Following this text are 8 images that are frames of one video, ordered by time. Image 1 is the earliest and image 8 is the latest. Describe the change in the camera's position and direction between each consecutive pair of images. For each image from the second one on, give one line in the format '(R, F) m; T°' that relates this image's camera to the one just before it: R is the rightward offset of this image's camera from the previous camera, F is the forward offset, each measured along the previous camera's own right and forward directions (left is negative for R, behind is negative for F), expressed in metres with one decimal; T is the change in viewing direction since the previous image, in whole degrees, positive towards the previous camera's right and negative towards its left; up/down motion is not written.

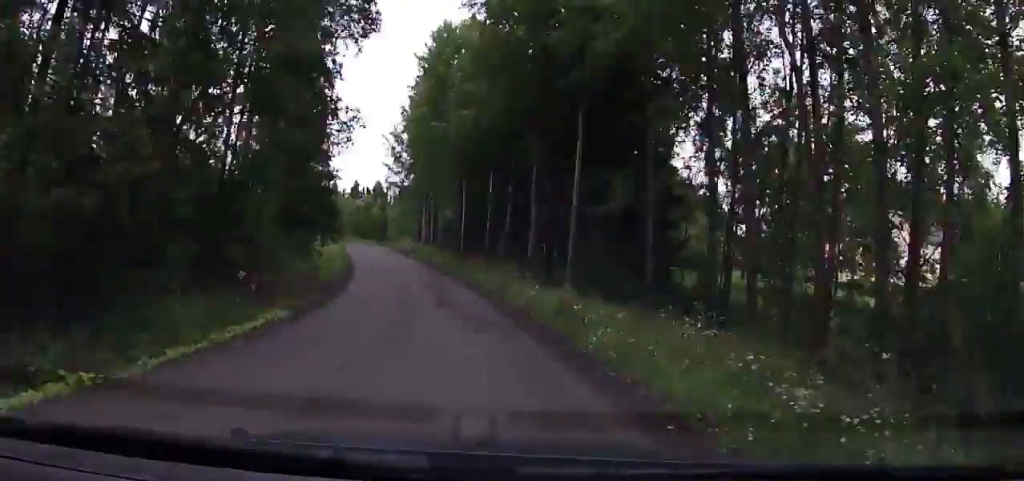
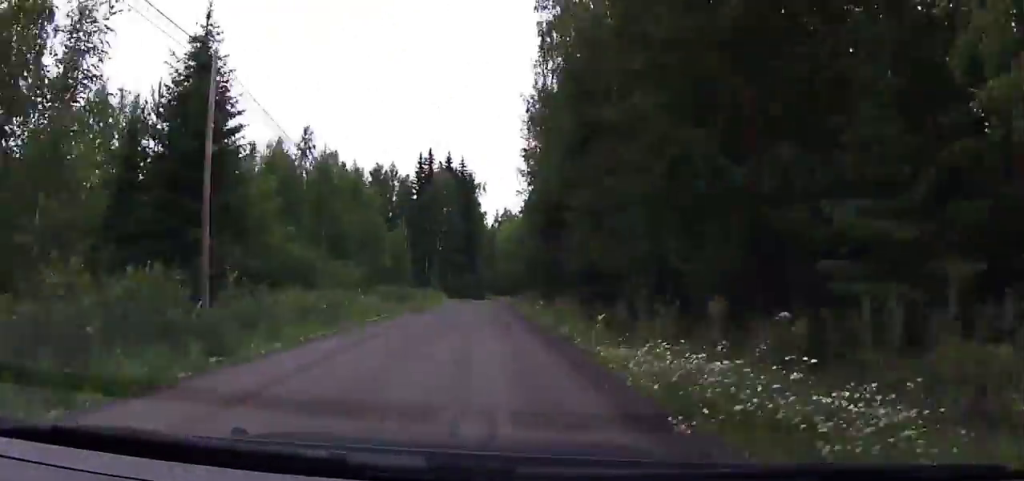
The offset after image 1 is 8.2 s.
(-3.8, +119.7) m; 0°
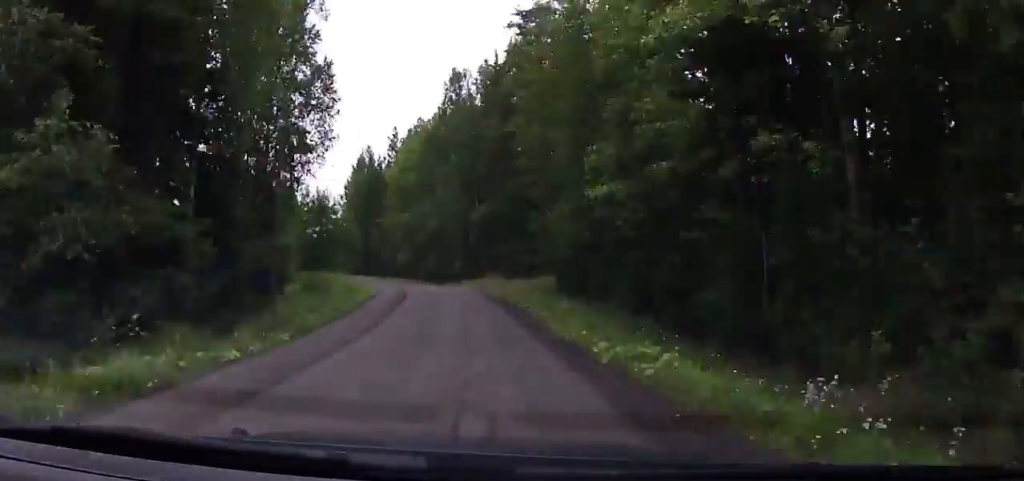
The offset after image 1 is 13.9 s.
(+1.1, +85.1) m; -1°
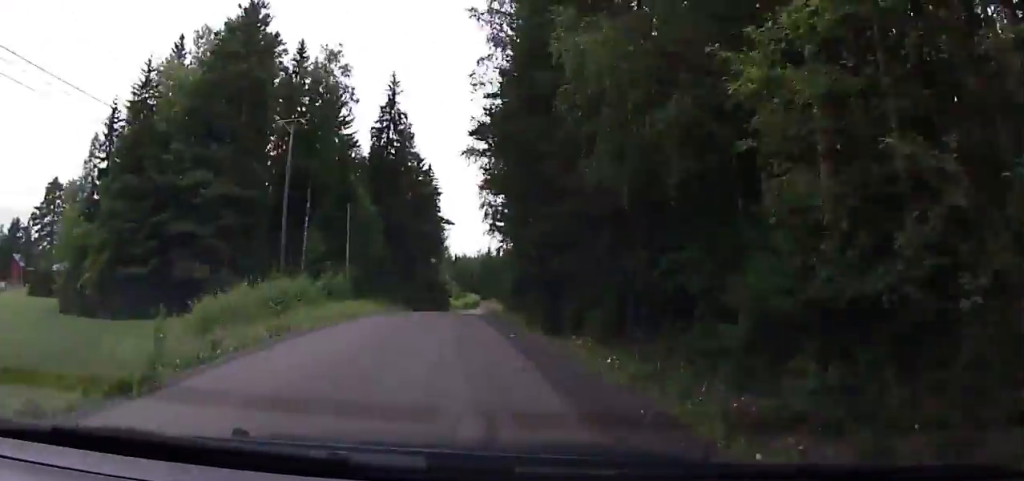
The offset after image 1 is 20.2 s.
(+0.8, +98.8) m; -3°
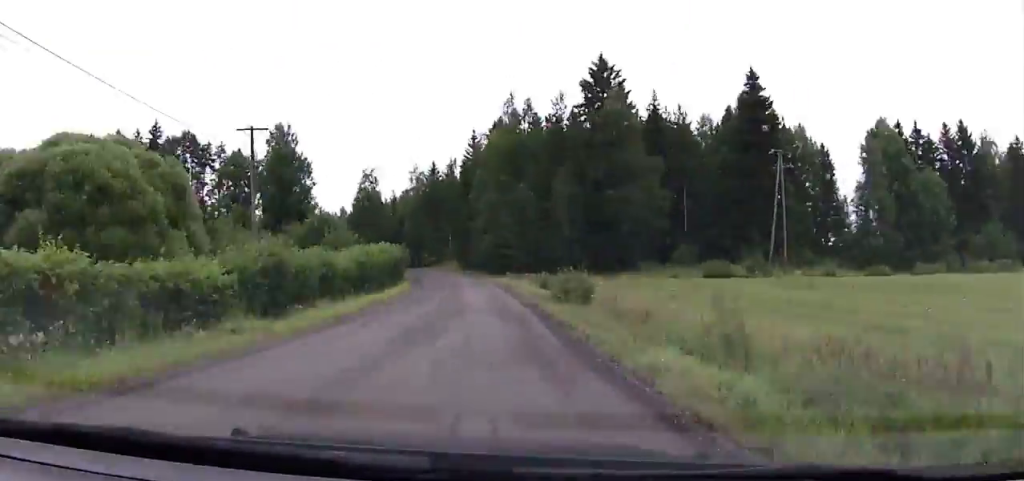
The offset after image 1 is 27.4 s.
(+0.3, +113.9) m; -9°
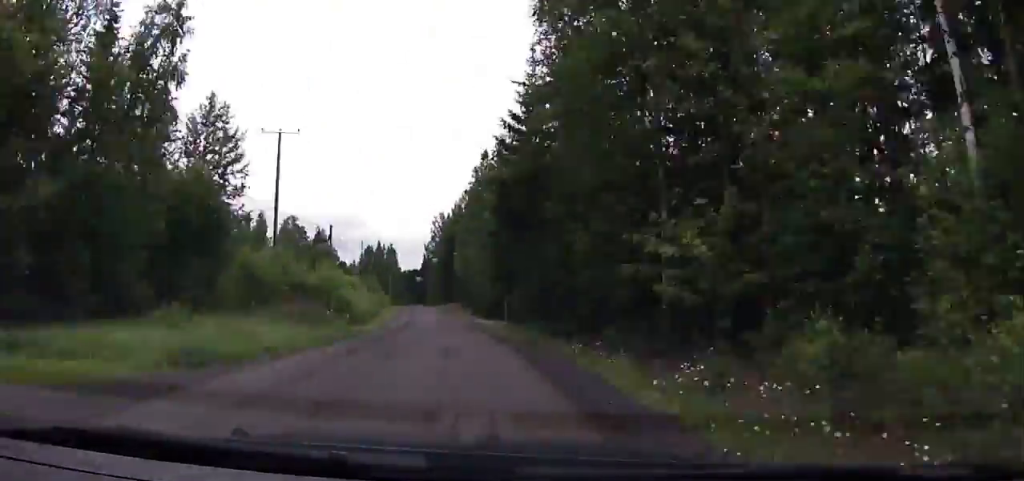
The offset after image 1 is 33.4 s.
(-14.8, +96.3) m; -7°
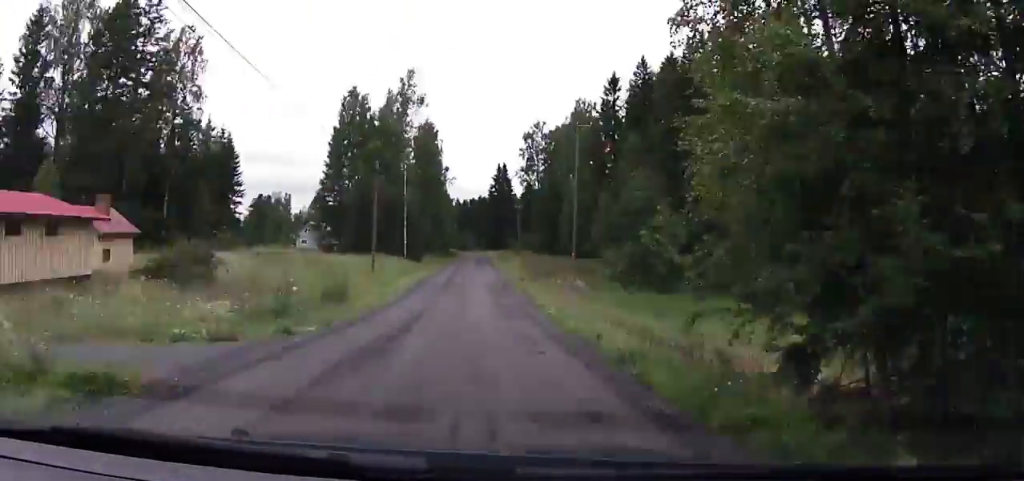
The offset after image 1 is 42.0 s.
(-10.0, +137.8) m; -9°
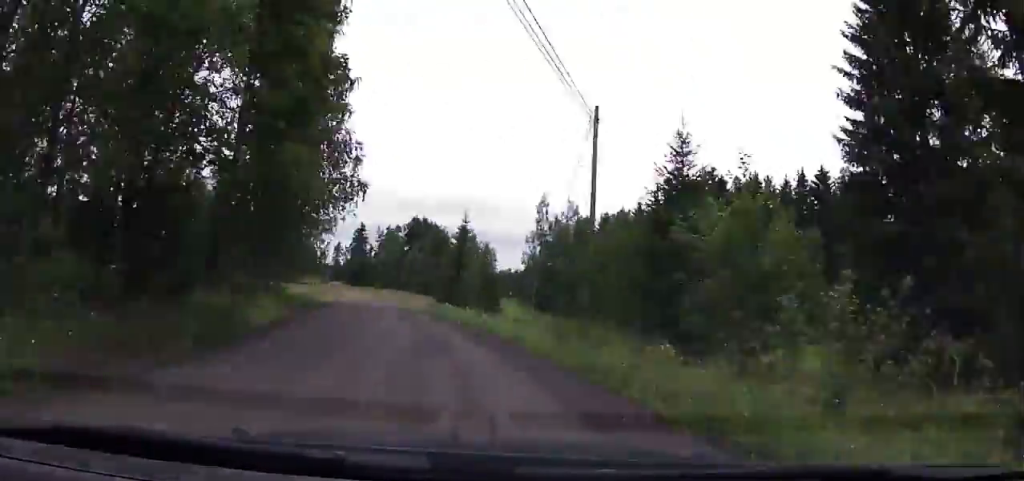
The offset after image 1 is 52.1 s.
(-15.4, +151.9) m; -6°
